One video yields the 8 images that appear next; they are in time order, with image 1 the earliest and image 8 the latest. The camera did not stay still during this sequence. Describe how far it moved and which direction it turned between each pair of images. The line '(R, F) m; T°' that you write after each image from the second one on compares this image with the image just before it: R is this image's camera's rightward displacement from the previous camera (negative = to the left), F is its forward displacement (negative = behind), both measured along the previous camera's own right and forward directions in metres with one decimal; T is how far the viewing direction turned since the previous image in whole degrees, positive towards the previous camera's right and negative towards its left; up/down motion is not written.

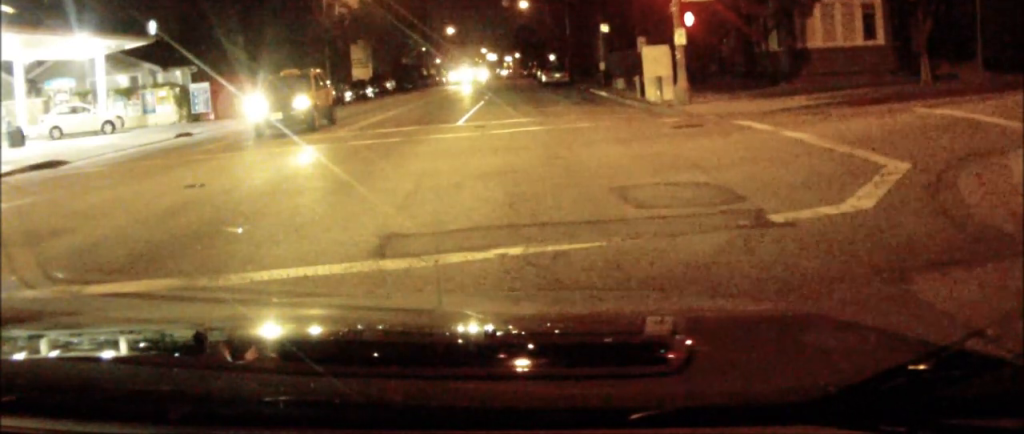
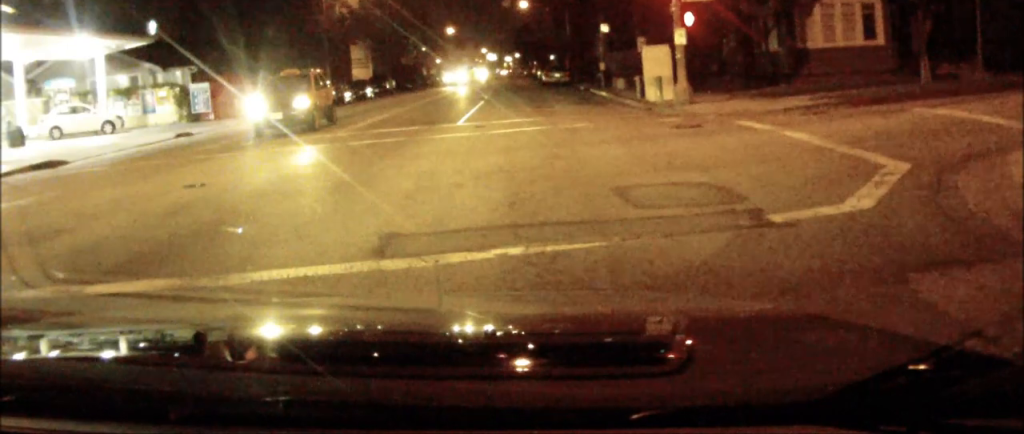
(0.0, 0.0) m; 0°
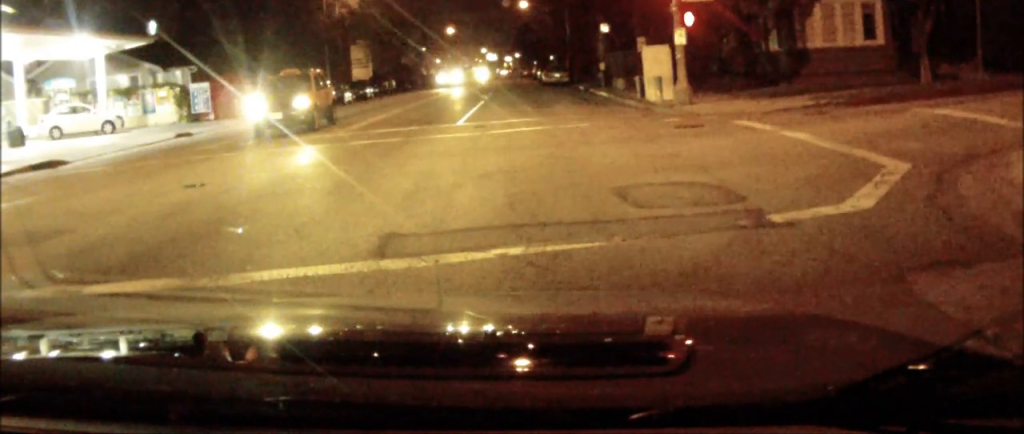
(+0.1, 0.0) m; 0°
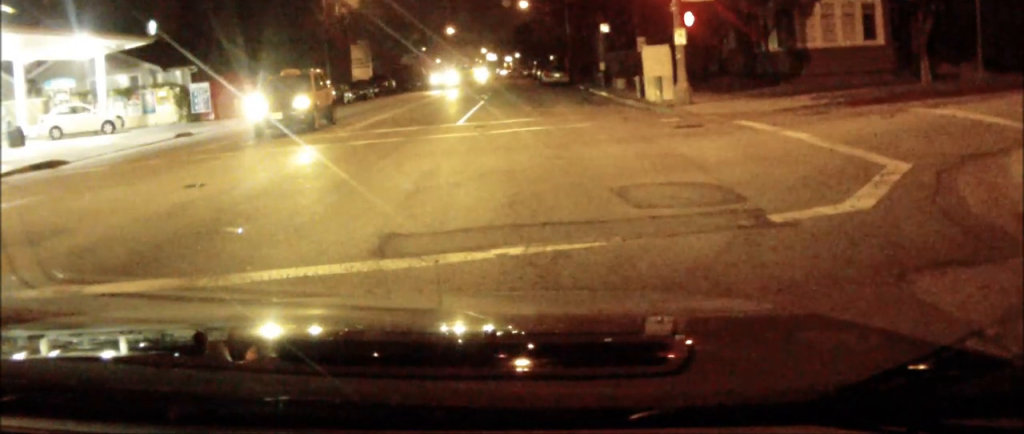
(0.0, 0.0) m; 0°
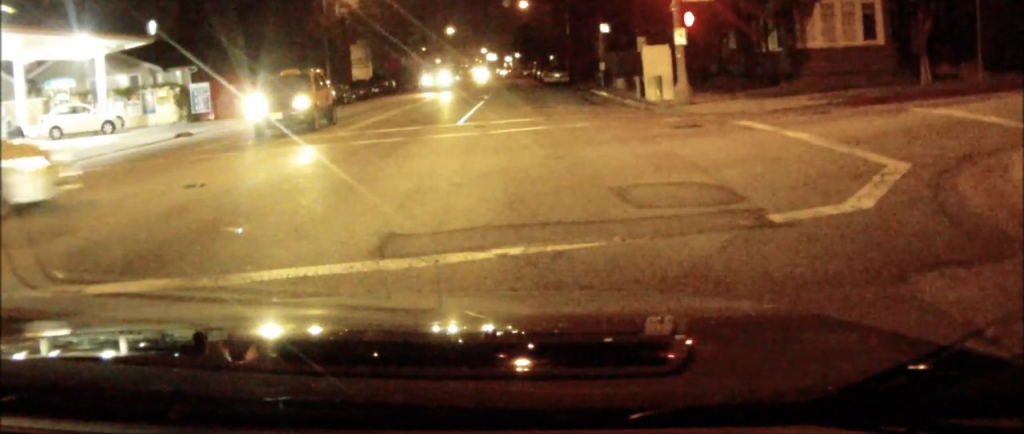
(0.0, +0.2) m; 0°
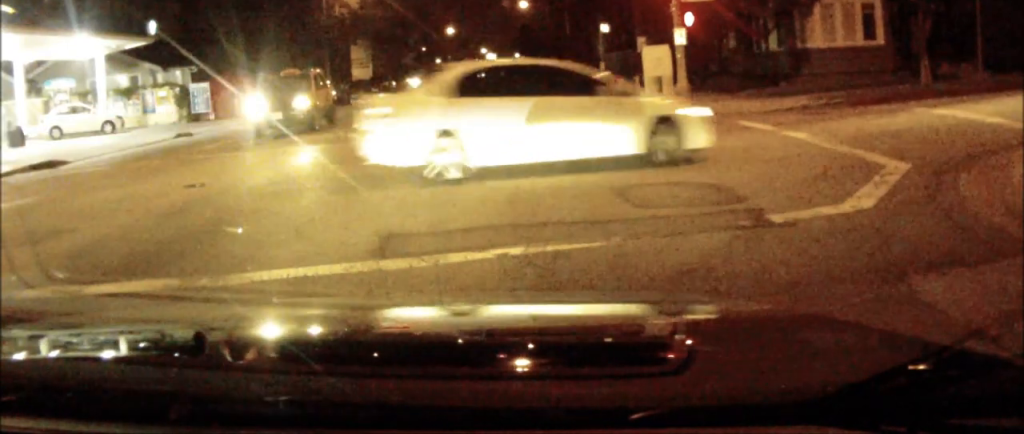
(0.0, +0.2) m; 0°
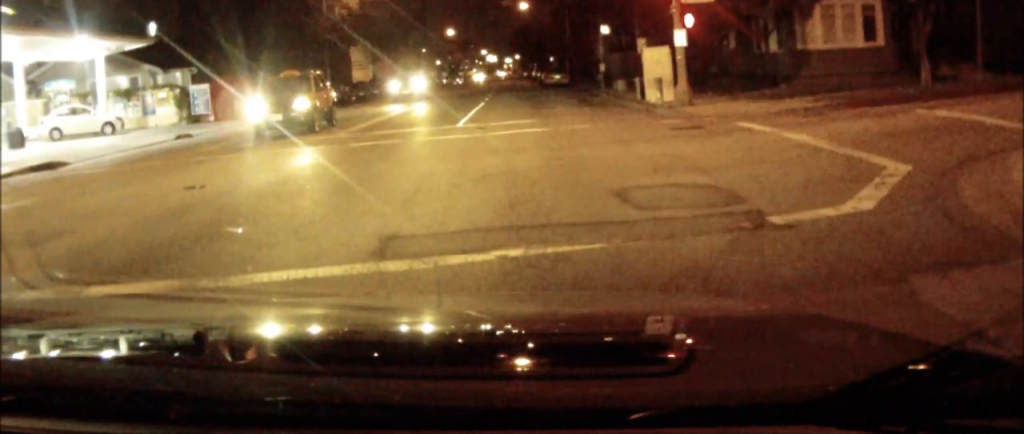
(-0.1, +0.4) m; 0°
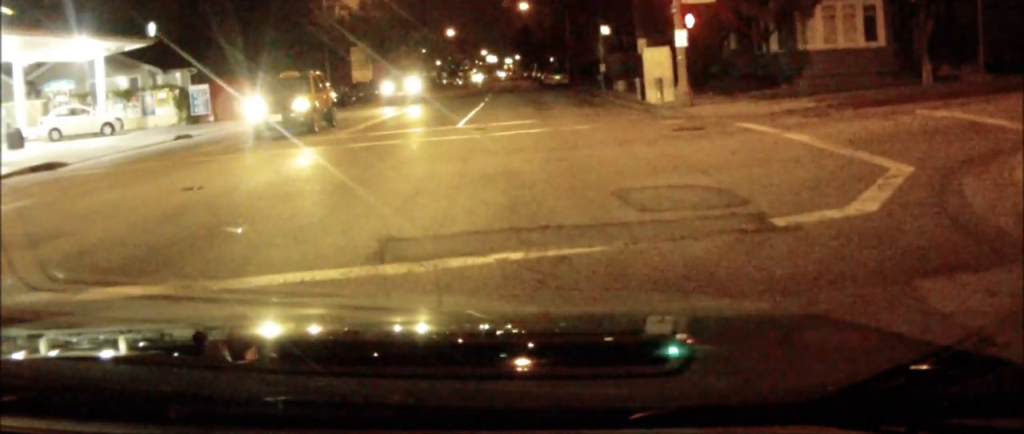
(0.0, +0.3) m; 0°
